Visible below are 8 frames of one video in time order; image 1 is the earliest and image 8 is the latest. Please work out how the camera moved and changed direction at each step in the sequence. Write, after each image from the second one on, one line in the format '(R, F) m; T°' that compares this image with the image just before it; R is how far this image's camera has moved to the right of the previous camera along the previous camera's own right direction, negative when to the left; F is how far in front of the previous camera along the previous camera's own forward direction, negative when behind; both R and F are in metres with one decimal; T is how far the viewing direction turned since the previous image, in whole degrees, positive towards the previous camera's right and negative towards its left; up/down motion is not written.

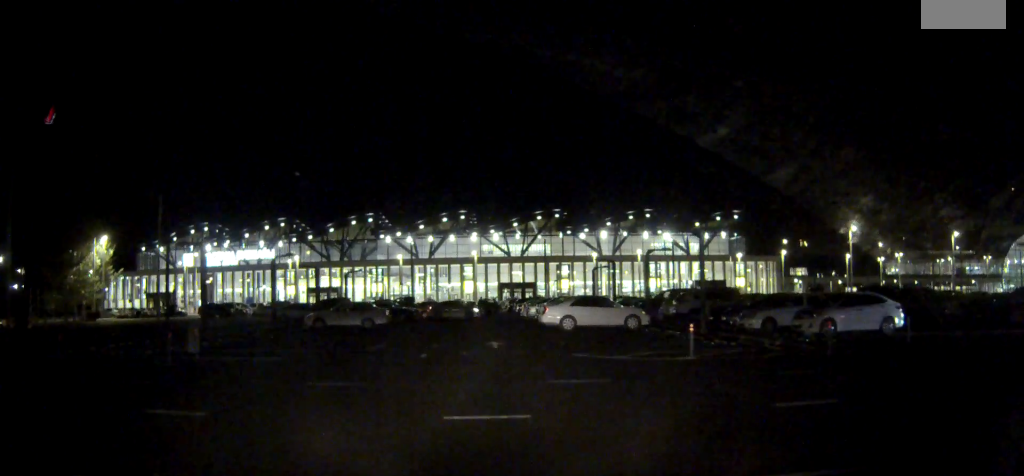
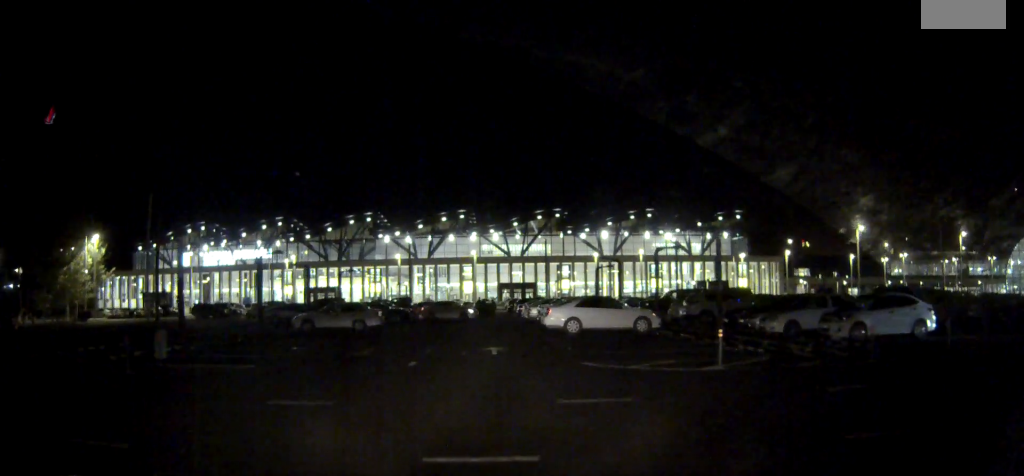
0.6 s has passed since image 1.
(0.0, +2.3) m; 0°
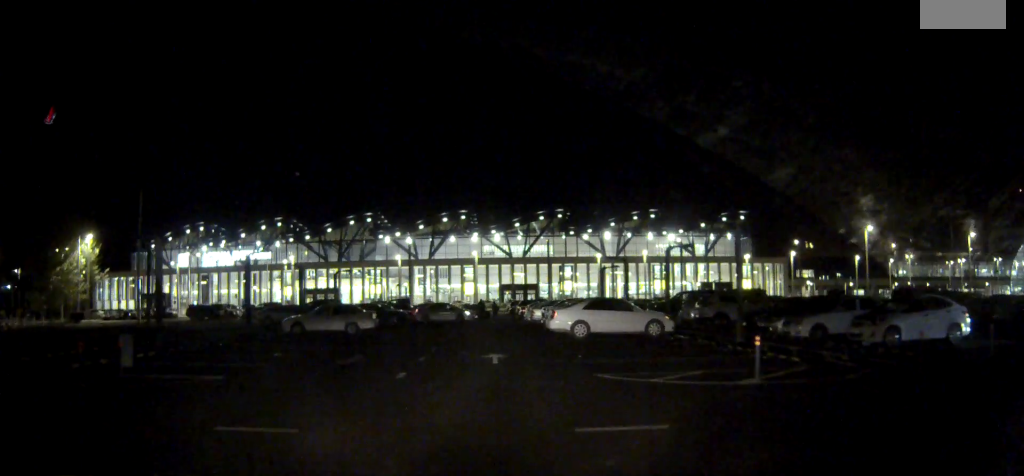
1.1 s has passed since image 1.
(0.0, +2.0) m; 0°
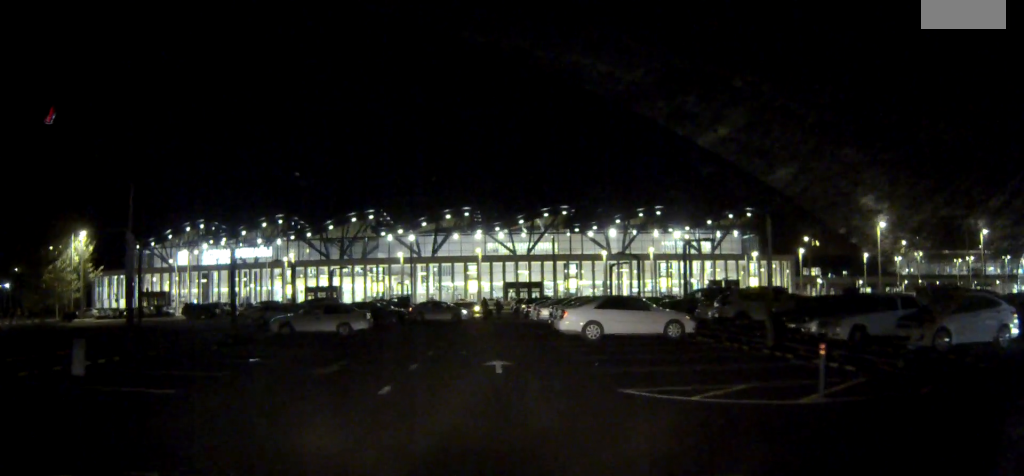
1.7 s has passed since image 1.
(0.0, +2.4) m; 0°
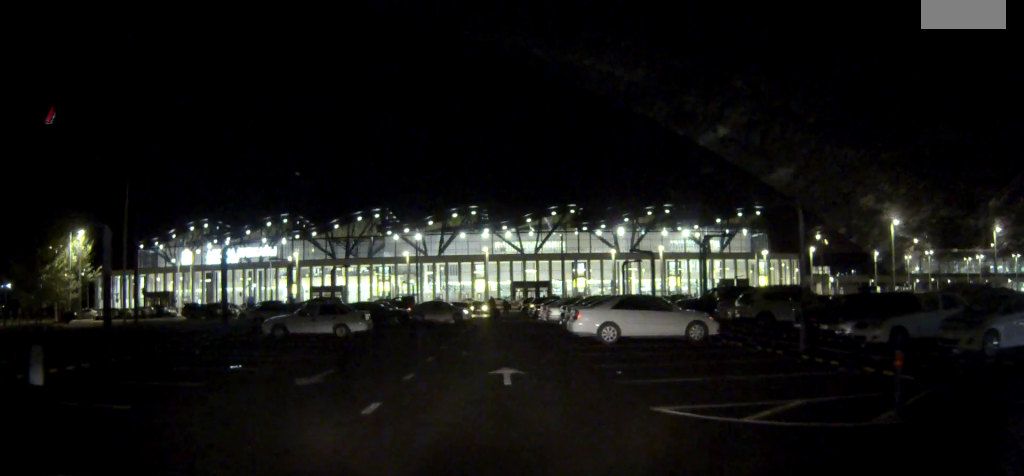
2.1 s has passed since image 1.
(0.0, +1.9) m; 0°
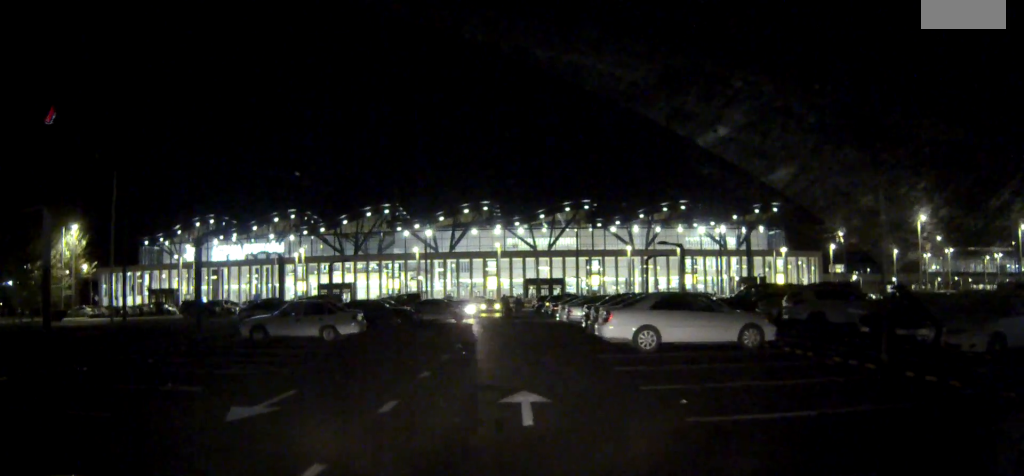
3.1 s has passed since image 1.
(0.0, +4.0) m; 0°
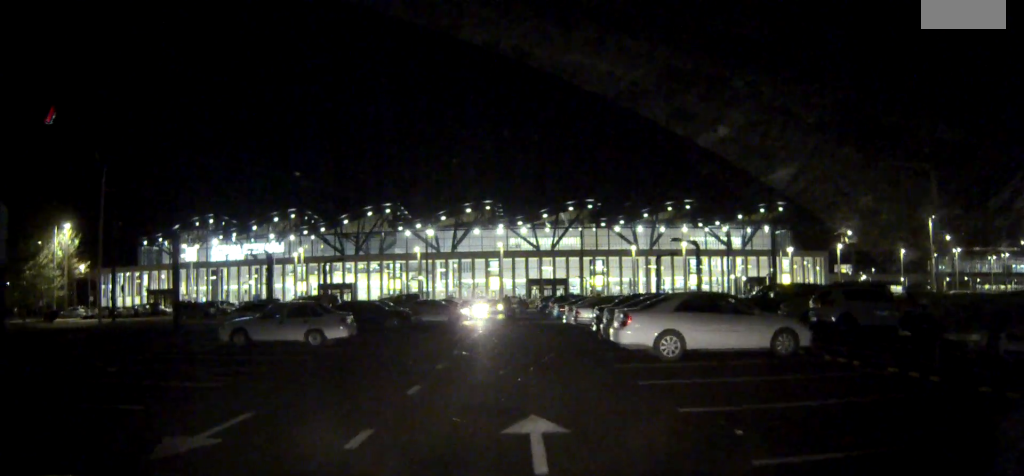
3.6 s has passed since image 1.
(0.0, +2.3) m; 0°
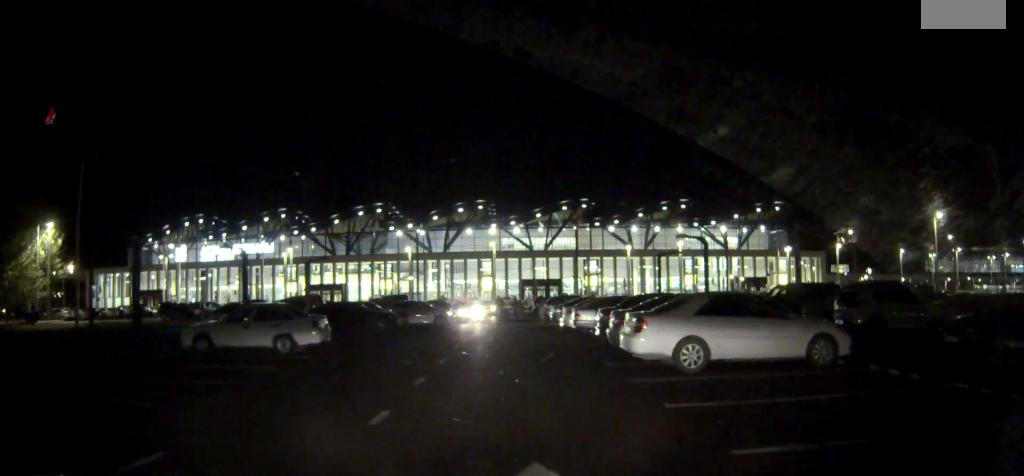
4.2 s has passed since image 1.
(0.0, +2.6) m; 0°
